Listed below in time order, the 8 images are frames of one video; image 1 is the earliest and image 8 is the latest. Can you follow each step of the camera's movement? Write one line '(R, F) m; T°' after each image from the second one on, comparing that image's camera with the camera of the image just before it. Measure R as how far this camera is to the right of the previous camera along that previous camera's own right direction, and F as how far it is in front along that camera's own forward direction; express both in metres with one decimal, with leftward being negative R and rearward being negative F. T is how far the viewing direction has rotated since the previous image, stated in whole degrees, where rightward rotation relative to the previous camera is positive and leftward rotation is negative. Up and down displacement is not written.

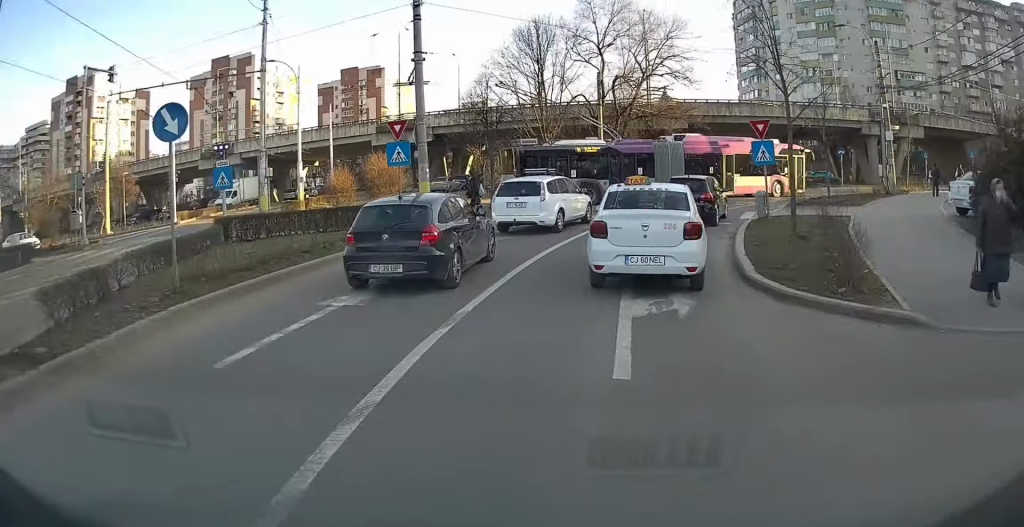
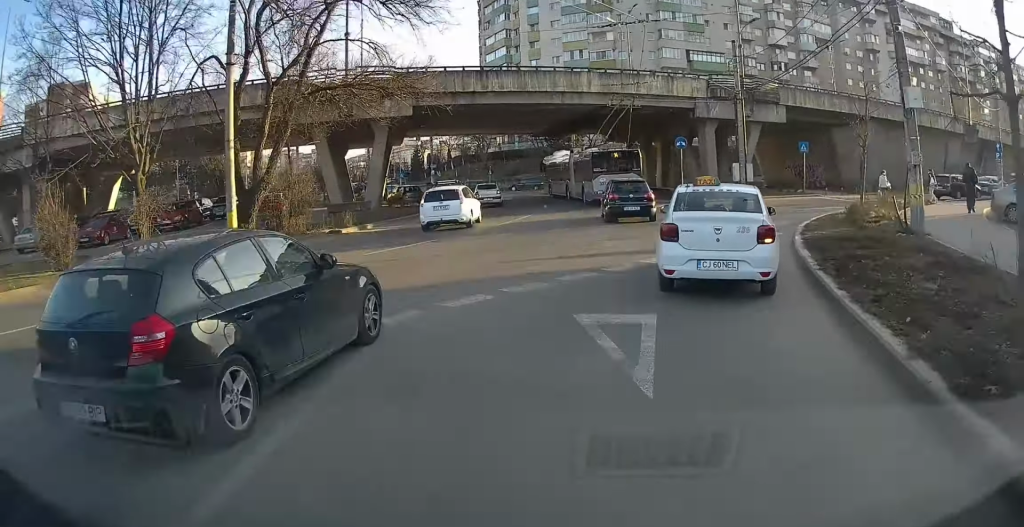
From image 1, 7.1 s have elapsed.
(+8.1, +26.5) m; +21°
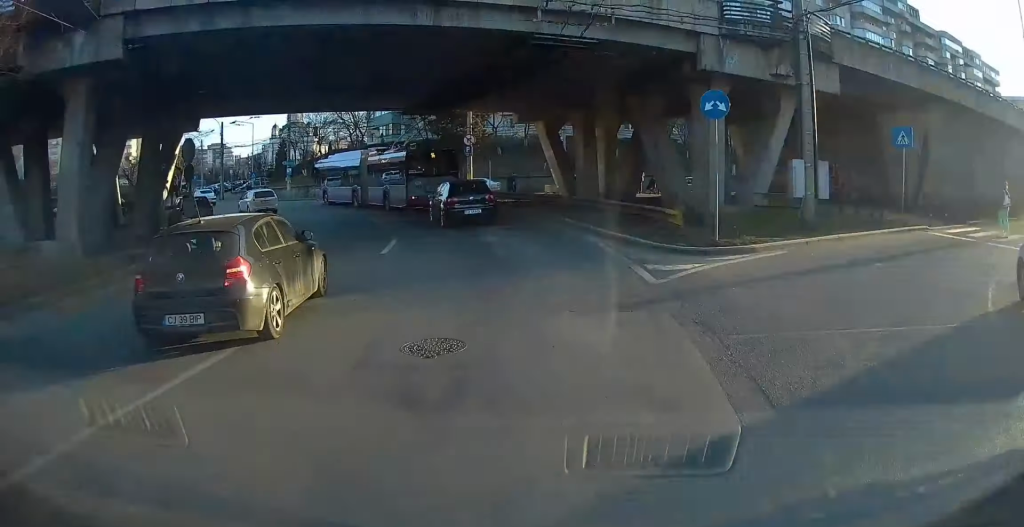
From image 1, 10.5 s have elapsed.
(-0.3, +15.9) m; -10°
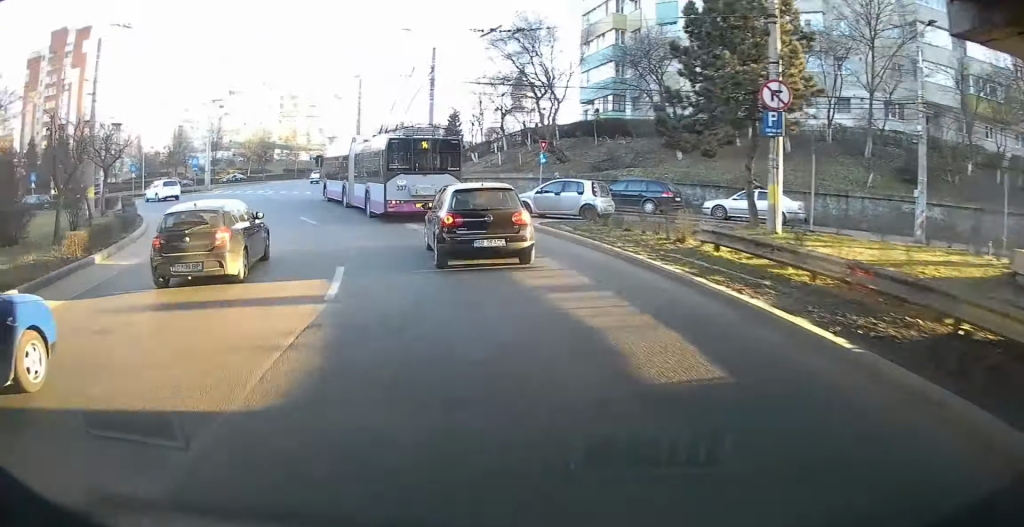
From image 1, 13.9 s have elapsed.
(-3.6, +20.2) m; -14°
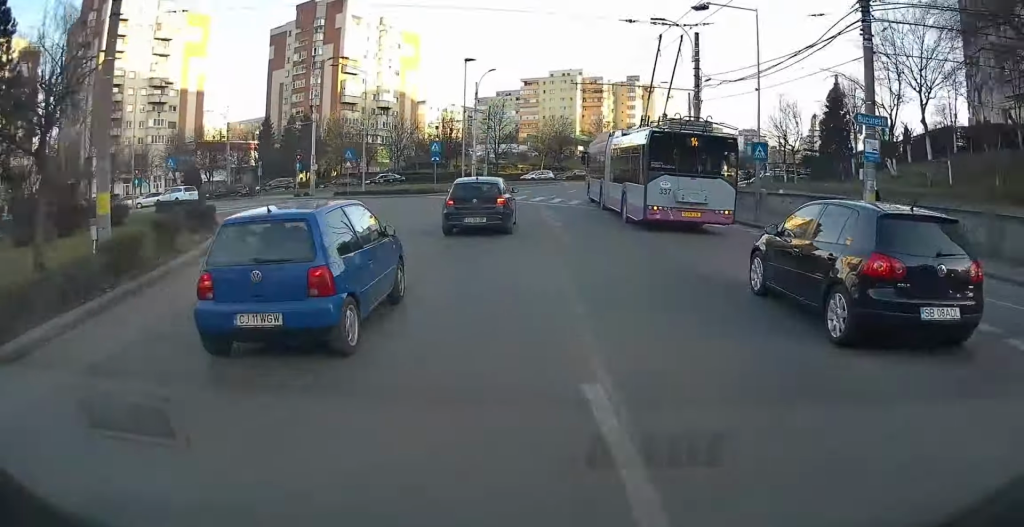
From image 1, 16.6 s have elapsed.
(-1.1, +22.2) m; -5°
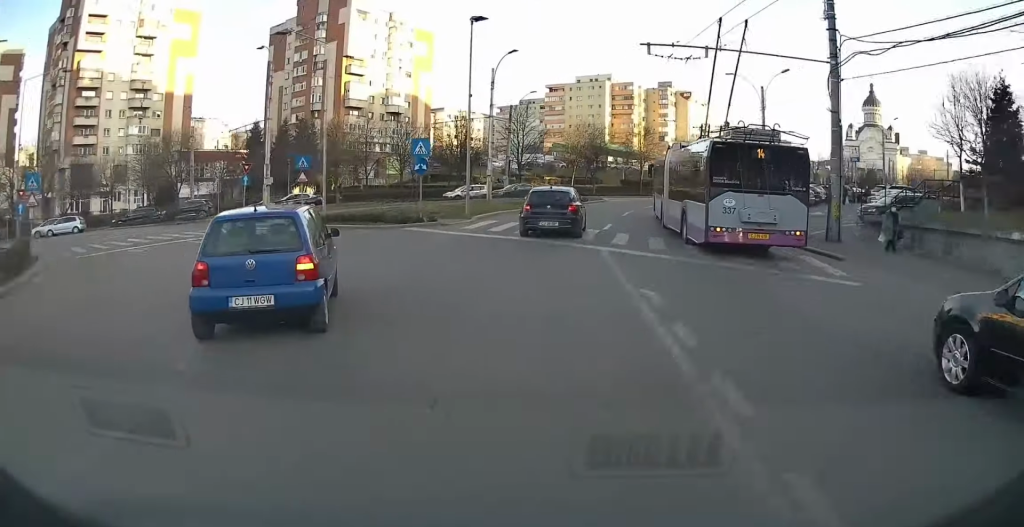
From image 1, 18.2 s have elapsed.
(+0.2, +14.0) m; 0°
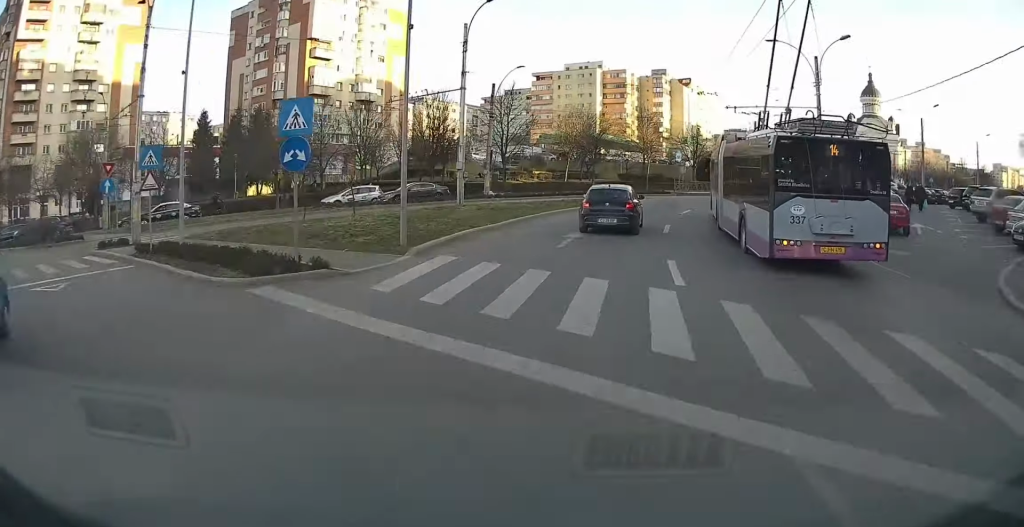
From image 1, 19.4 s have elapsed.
(-0.9, +12.1) m; +4°
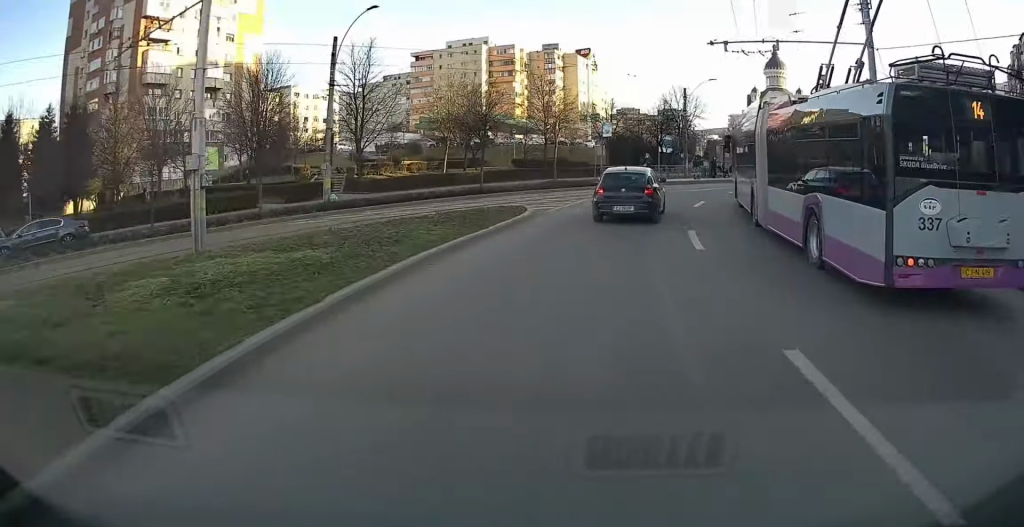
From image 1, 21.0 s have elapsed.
(-1.3, +14.9) m; +5°
